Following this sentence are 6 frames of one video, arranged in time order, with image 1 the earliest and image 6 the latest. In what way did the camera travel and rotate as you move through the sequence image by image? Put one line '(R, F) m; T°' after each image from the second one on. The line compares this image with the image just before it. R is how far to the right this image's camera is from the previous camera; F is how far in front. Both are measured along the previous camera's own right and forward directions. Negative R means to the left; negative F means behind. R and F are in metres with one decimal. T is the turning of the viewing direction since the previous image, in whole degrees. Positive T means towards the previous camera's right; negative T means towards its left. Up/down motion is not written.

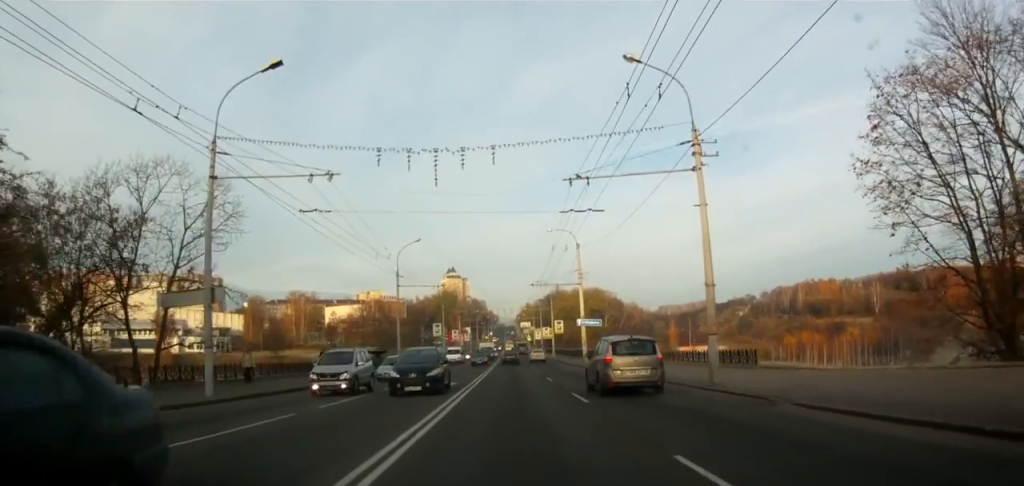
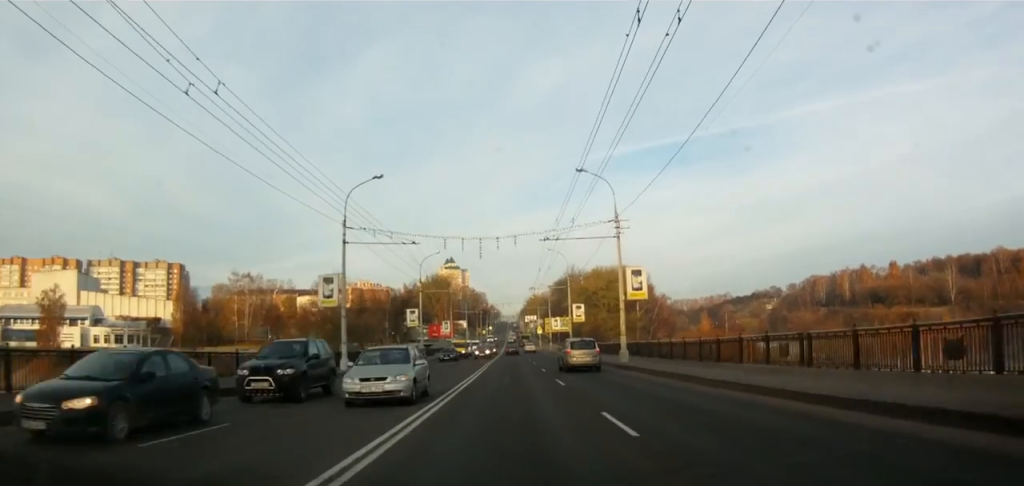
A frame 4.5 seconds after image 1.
(+0.4, +57.1) m; +1°
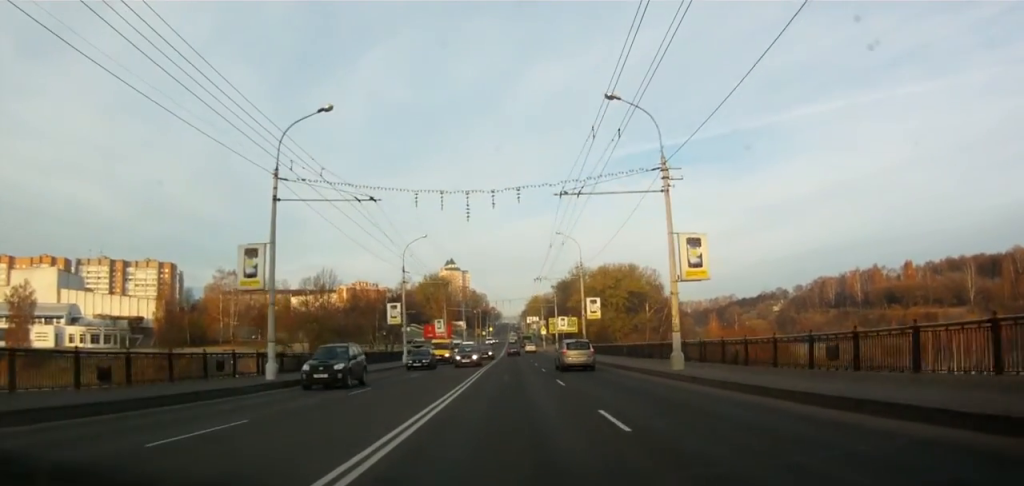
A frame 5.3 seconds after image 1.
(-0.3, +11.4) m; -1°
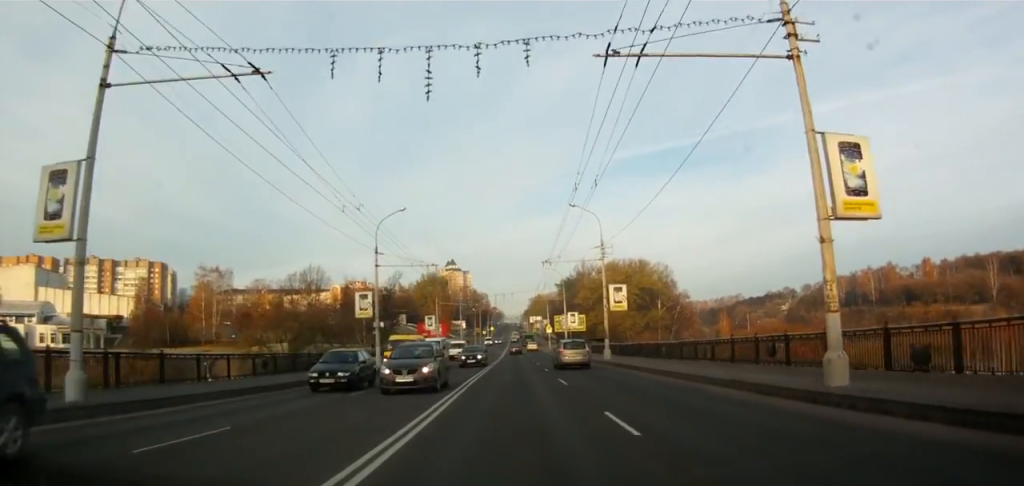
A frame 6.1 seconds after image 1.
(0.0, +12.4) m; +1°
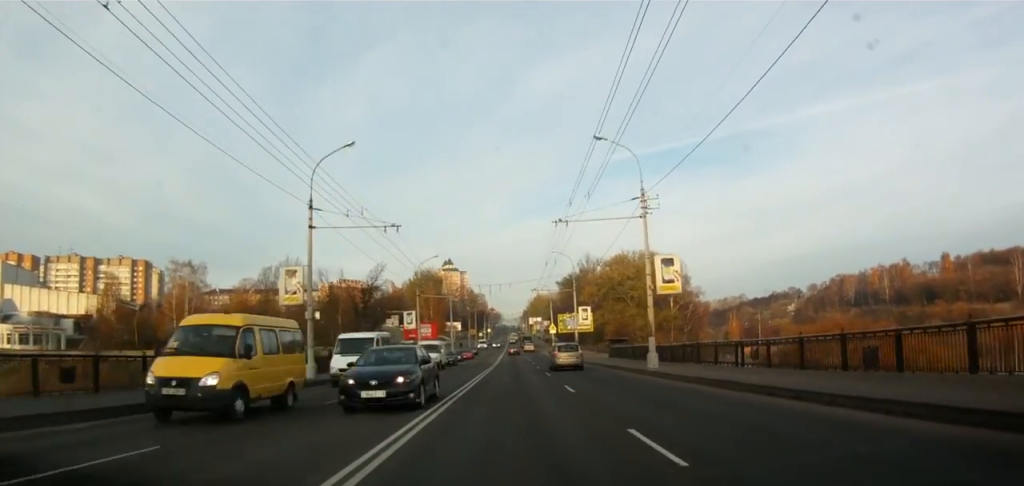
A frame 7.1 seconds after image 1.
(+0.2, +14.6) m; 0°
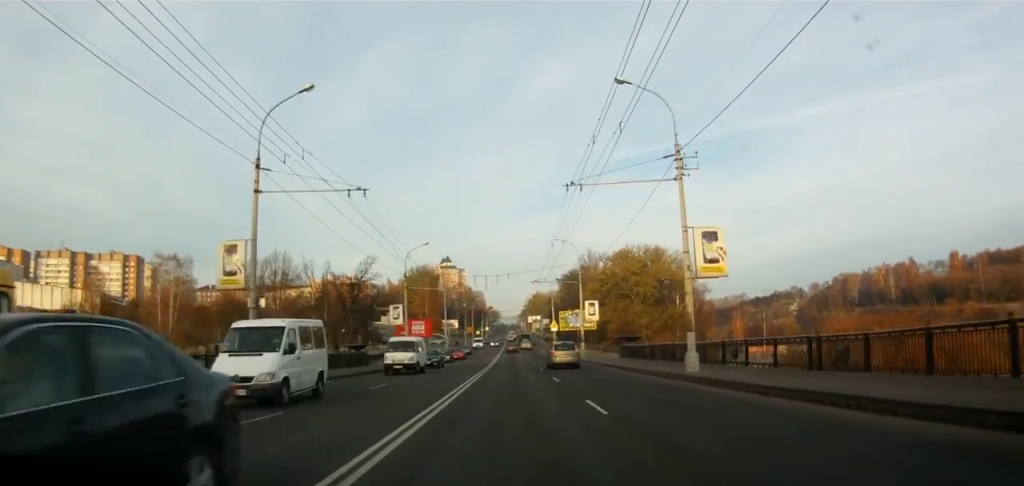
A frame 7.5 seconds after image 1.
(+0.1, +6.8) m; 0°
